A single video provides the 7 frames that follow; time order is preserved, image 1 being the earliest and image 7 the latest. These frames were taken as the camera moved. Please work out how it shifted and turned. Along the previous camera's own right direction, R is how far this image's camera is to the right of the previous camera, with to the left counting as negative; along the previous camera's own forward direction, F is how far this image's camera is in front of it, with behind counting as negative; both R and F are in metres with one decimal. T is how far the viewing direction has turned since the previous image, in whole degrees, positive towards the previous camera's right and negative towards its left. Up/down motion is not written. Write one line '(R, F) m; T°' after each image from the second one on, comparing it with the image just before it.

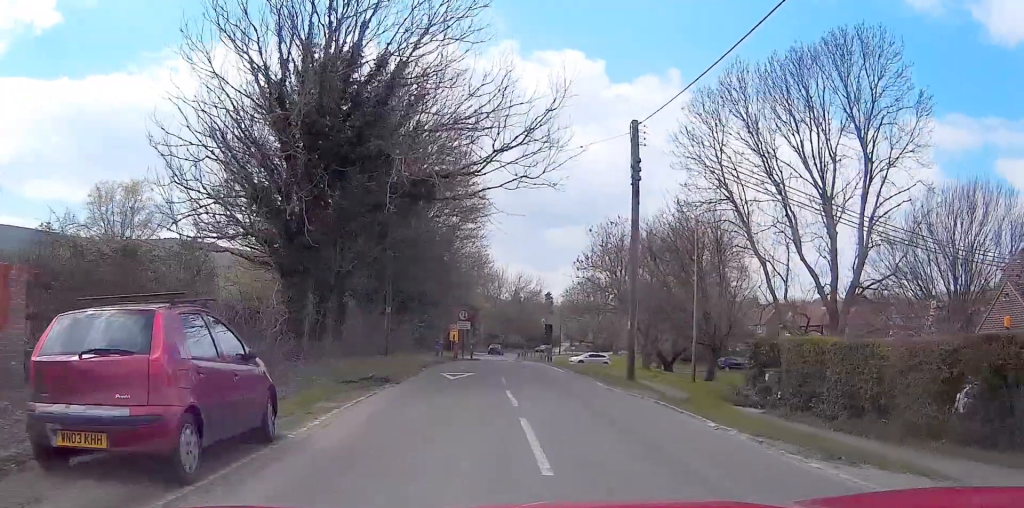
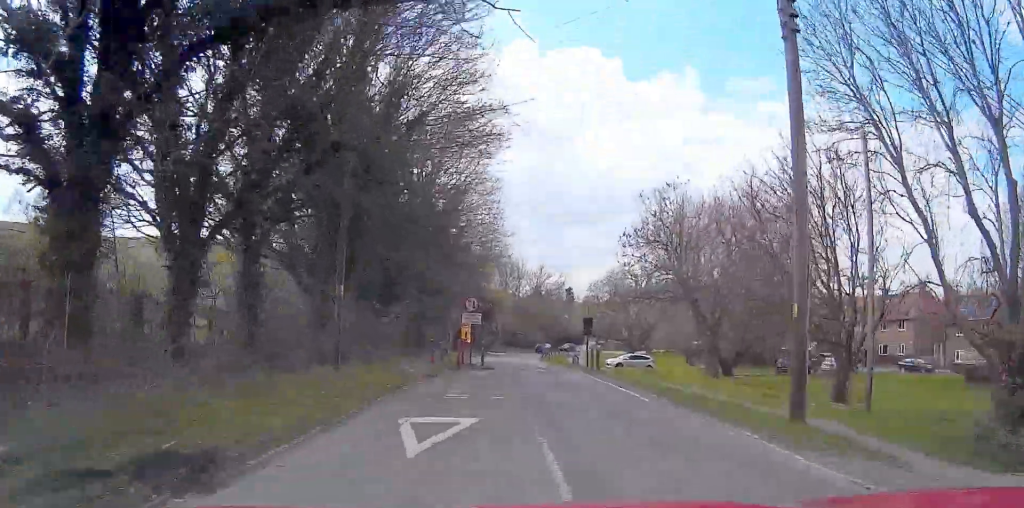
(0.0, +12.8) m; 0°
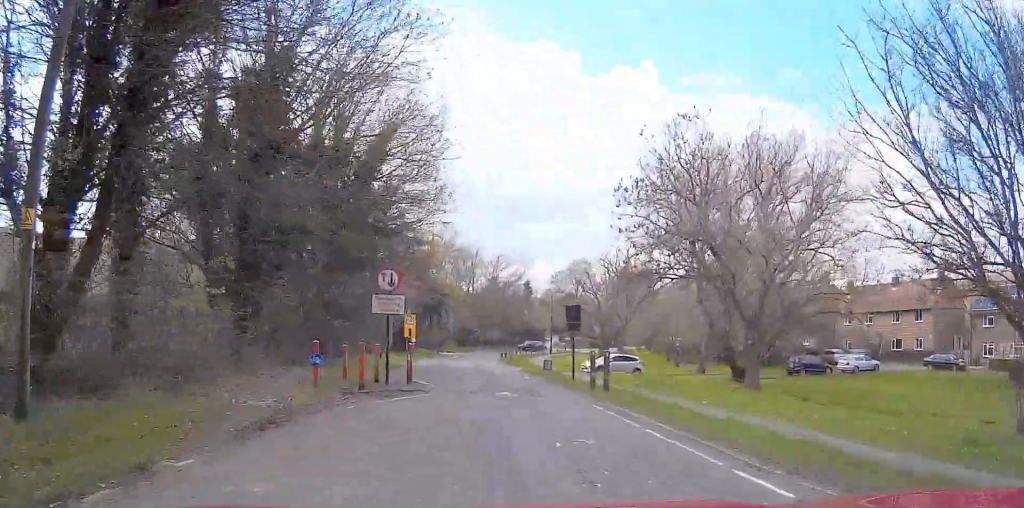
(0.0, +11.8) m; 0°
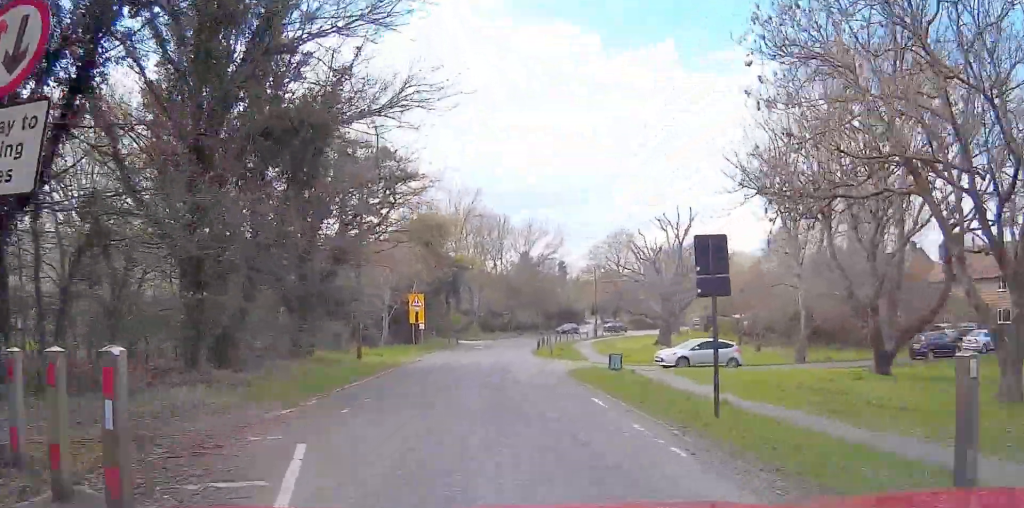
(-0.1, +14.6) m; -1°
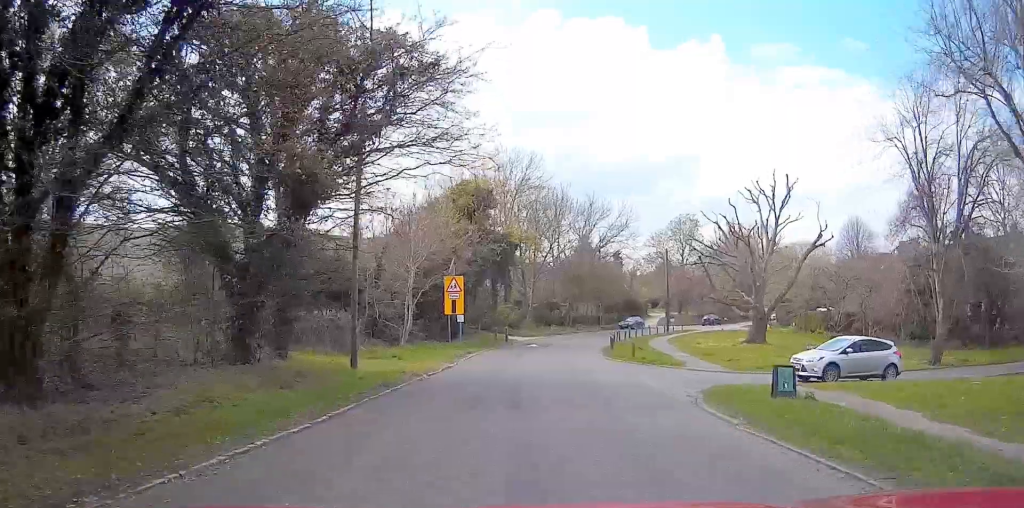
(-0.1, +10.7) m; 0°
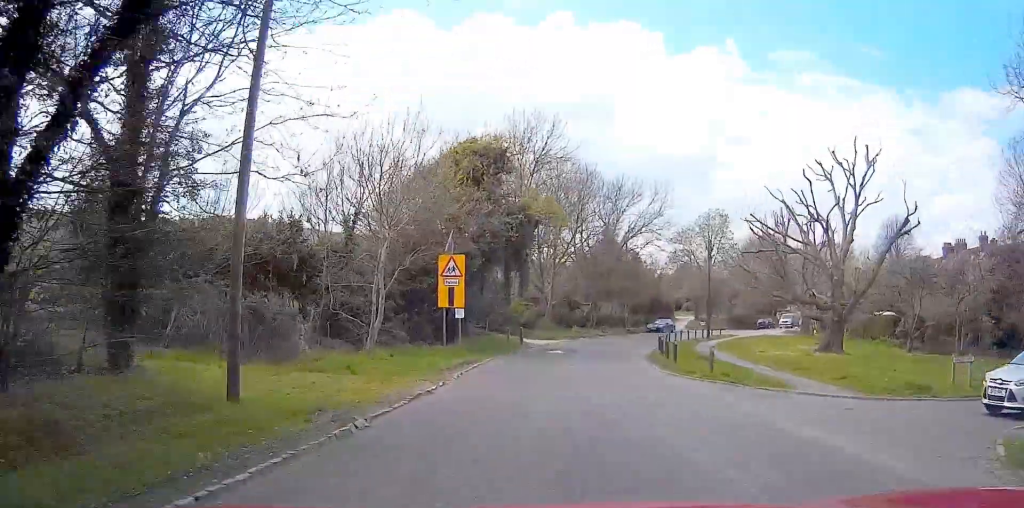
(0.0, +9.9) m; 0°
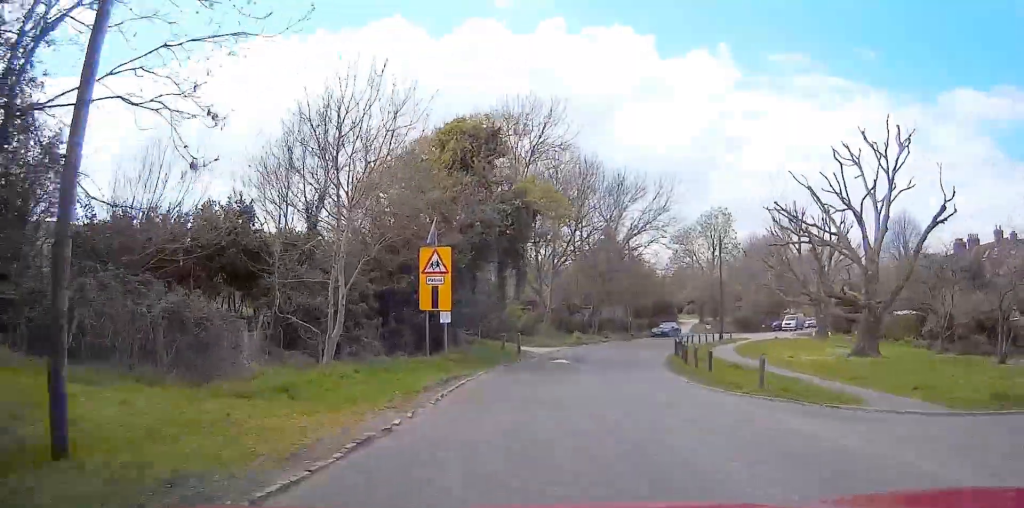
(0.0, +4.4) m; 0°
